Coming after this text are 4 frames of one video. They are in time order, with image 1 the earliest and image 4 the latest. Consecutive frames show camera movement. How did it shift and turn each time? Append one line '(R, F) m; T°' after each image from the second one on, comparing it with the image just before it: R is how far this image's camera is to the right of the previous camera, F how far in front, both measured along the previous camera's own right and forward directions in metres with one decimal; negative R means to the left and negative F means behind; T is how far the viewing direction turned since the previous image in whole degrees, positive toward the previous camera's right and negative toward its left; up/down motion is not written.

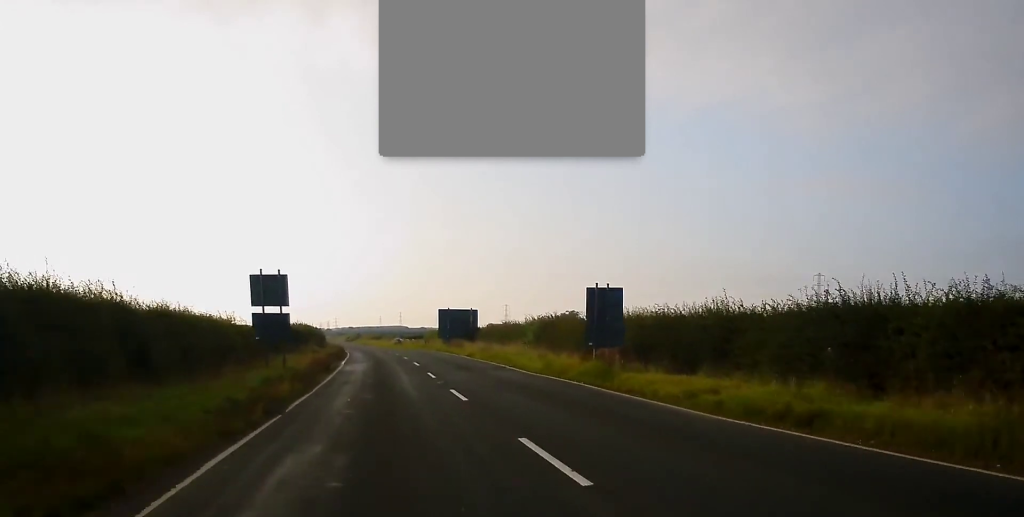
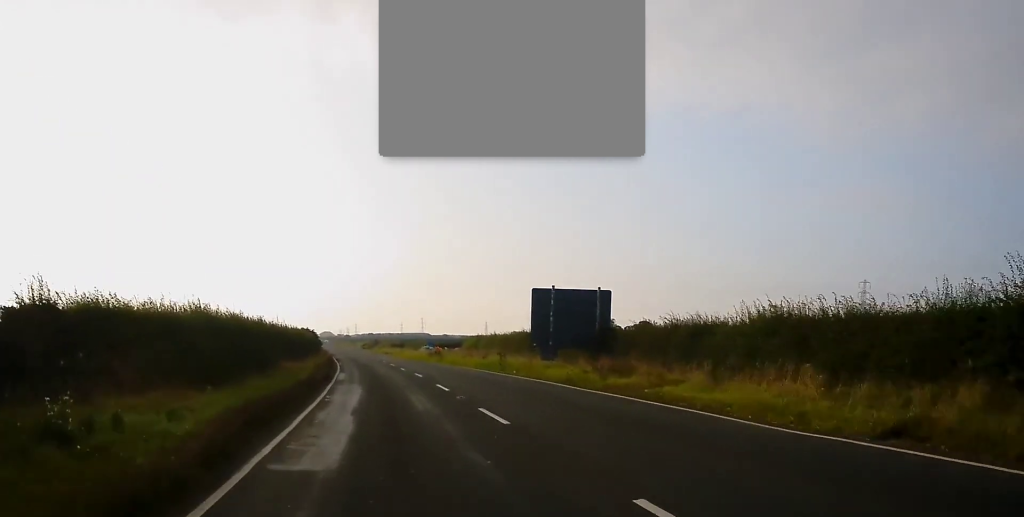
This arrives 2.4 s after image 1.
(-0.2, +39.2) m; -1°
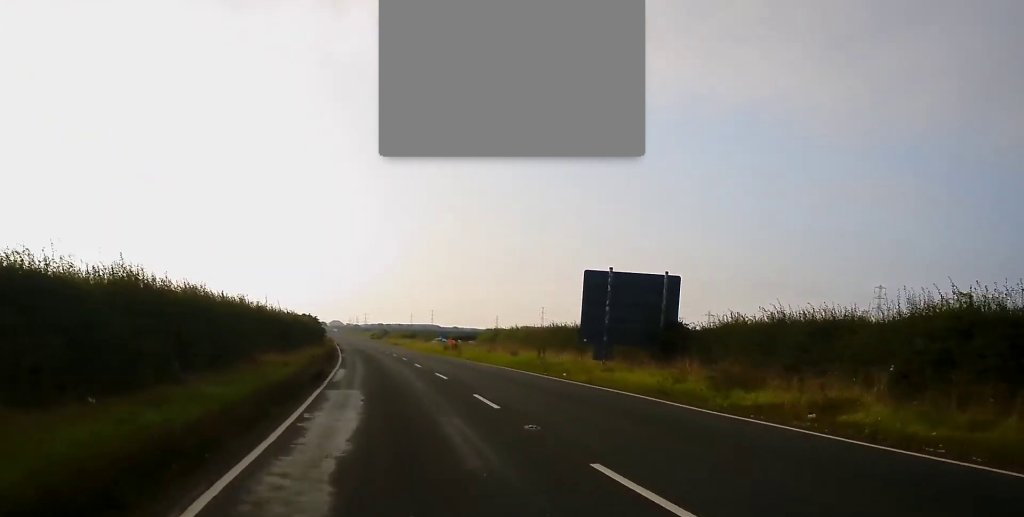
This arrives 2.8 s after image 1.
(+0.1, +7.6) m; 0°
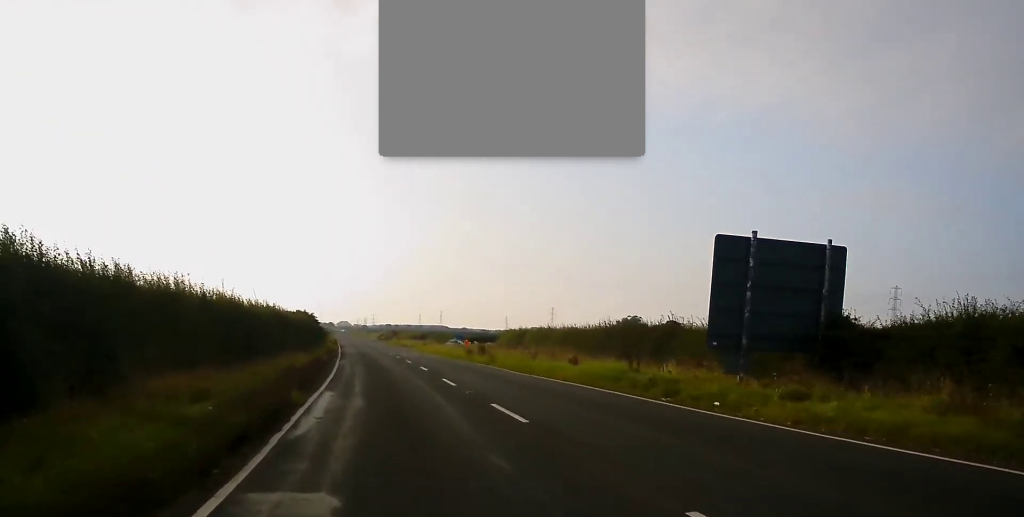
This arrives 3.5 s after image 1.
(-0.2, +11.3) m; -1°
